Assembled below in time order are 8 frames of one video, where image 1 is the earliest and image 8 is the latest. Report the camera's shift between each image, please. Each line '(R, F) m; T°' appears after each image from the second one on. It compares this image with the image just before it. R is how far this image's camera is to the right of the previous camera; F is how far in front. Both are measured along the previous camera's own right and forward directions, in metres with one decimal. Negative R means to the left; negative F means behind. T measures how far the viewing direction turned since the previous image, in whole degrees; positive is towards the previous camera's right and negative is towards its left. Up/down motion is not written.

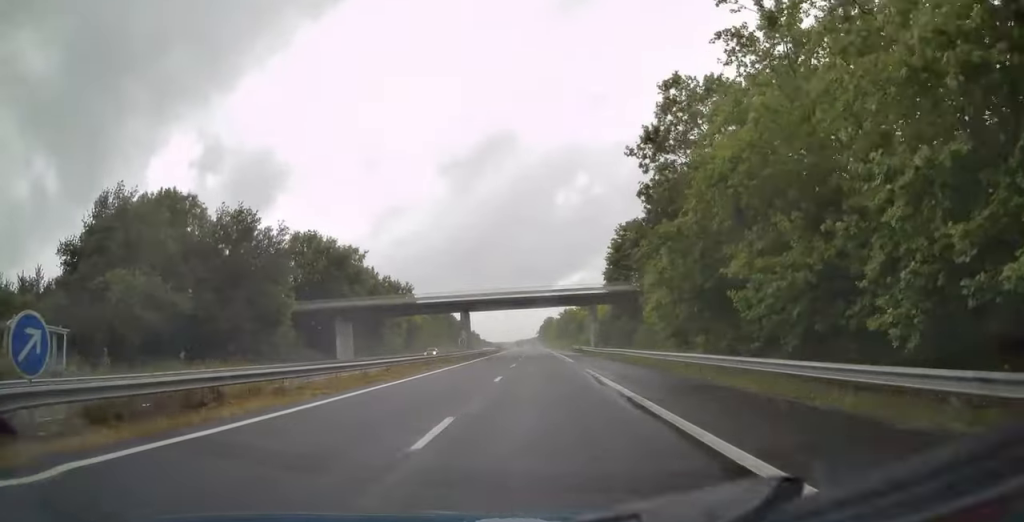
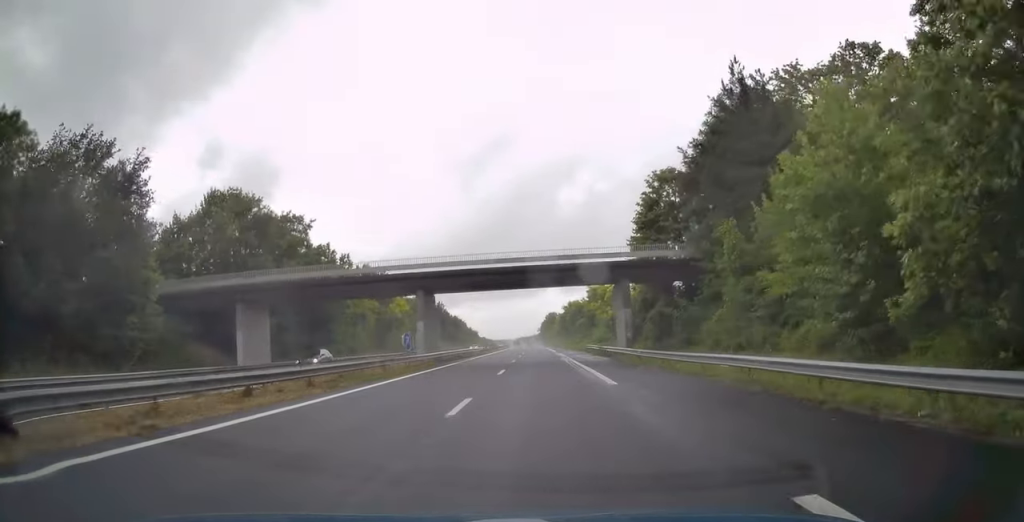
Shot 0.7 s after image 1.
(-0.1, +23.2) m; 0°
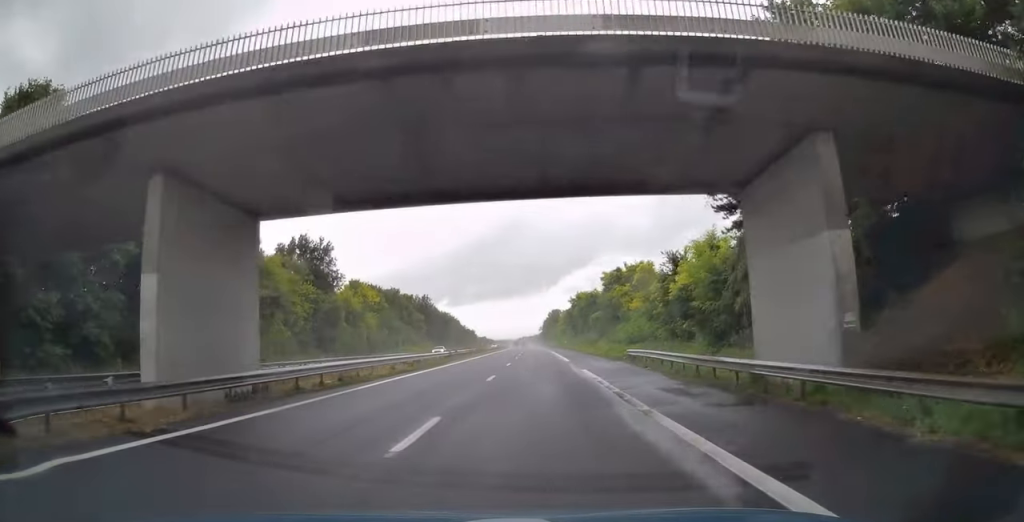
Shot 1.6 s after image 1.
(+0.1, +29.7) m; 0°
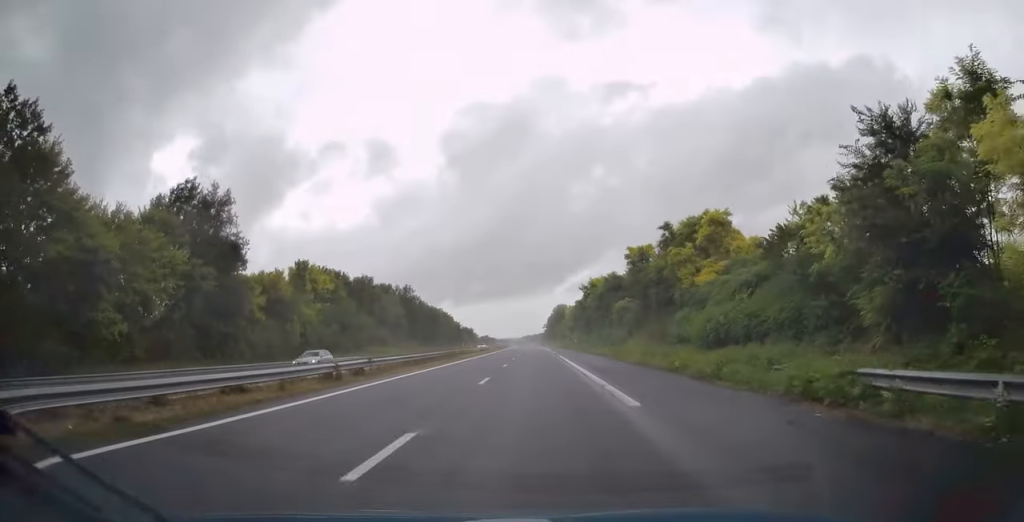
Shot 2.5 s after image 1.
(-0.3, +28.0) m; -1°
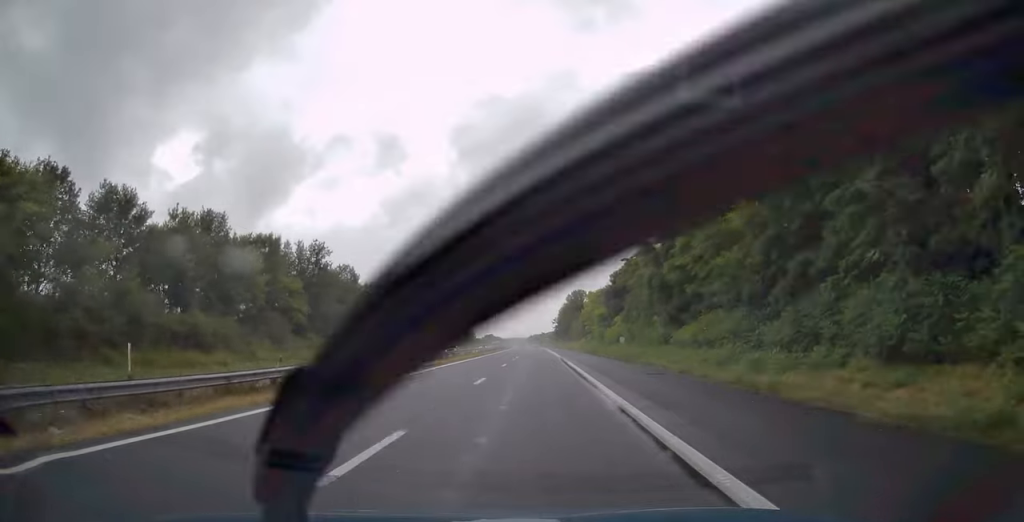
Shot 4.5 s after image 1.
(-0.4, +65.2) m; -1°
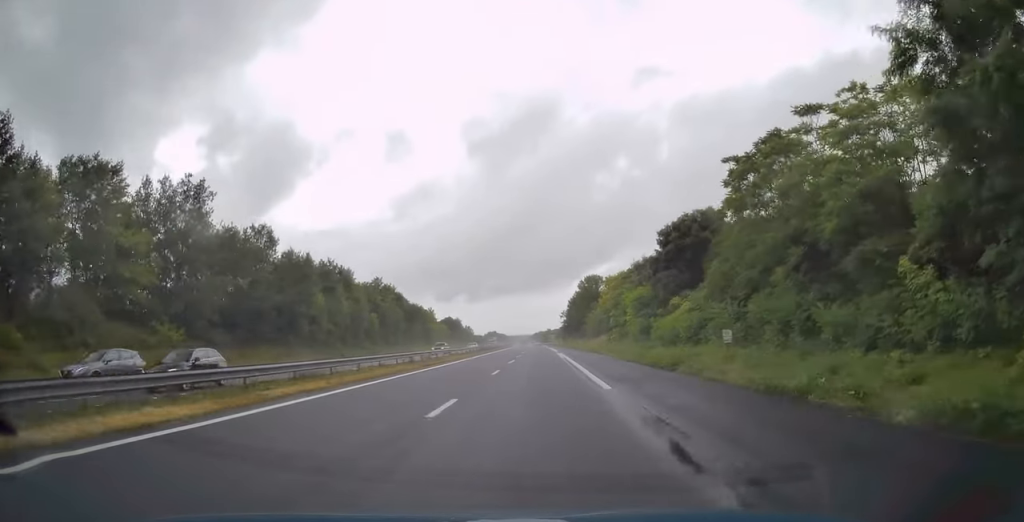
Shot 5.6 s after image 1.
(-0.1, +34.5) m; 0°
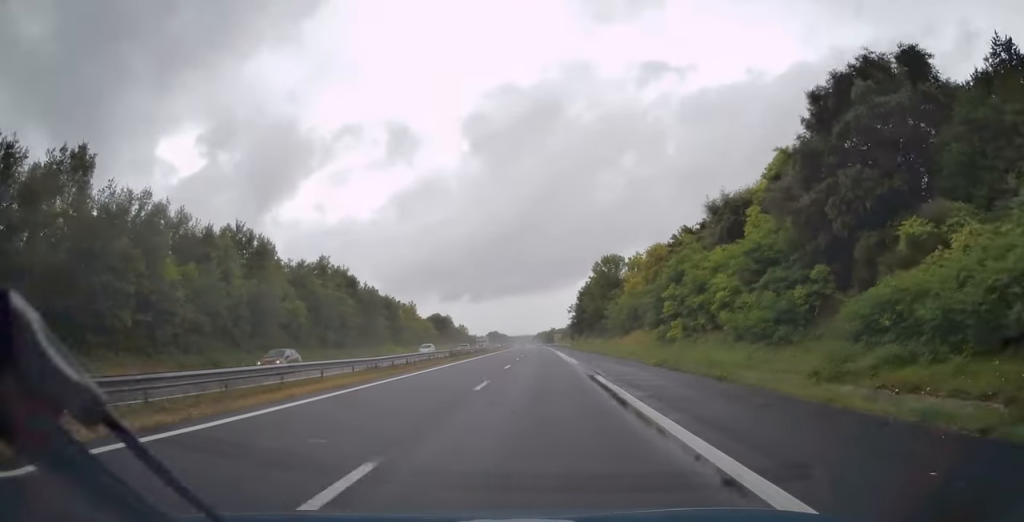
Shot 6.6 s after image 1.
(-0.2, +33.5) m; 0°
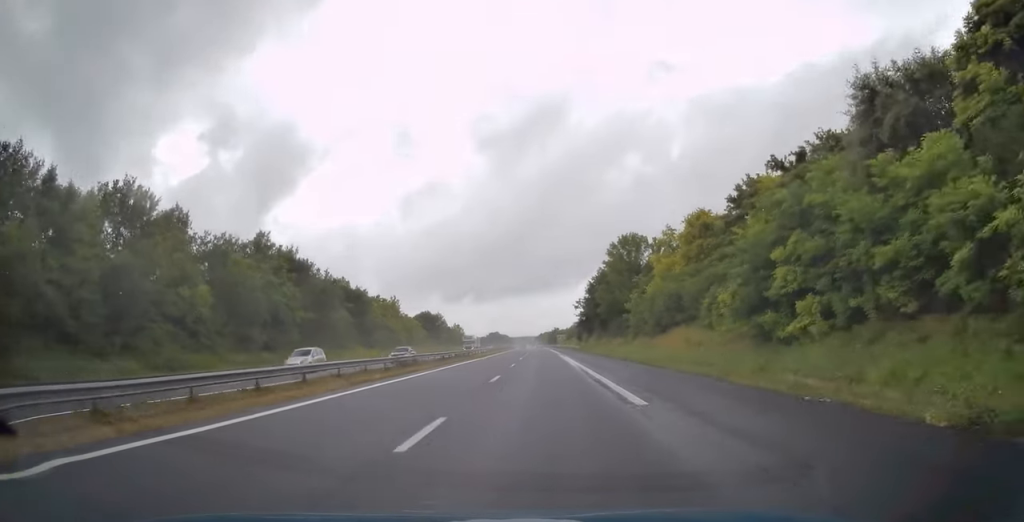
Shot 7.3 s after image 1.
(0.0, +22.2) m; 0°
